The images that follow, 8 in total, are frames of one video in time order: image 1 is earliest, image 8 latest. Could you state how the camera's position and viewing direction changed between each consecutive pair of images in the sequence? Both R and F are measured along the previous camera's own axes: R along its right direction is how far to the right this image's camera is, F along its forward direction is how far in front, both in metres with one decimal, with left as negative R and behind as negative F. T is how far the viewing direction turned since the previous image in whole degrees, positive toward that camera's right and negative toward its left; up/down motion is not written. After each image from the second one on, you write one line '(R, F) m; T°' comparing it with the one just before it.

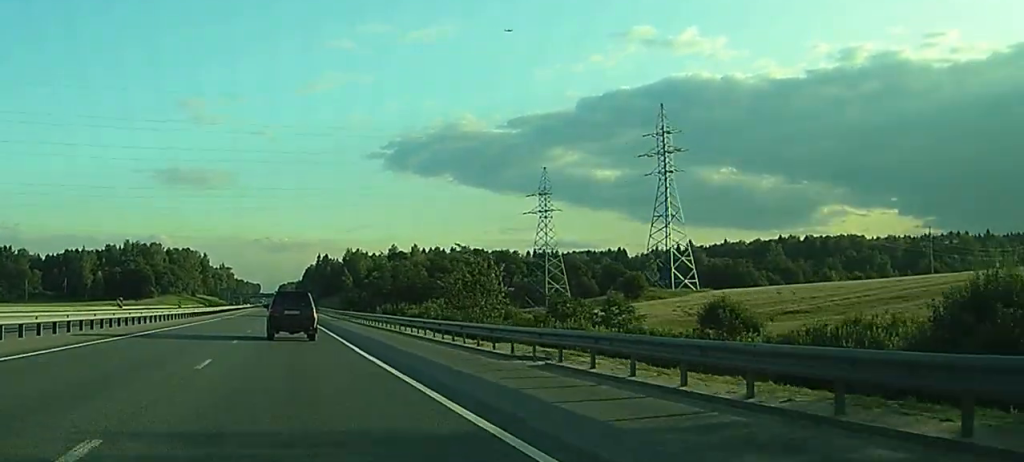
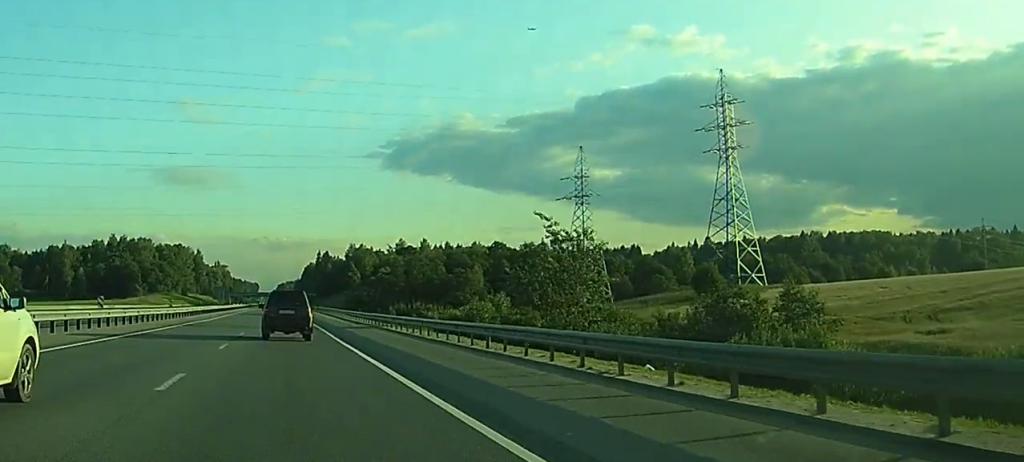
(0.0, +27.8) m; +1°
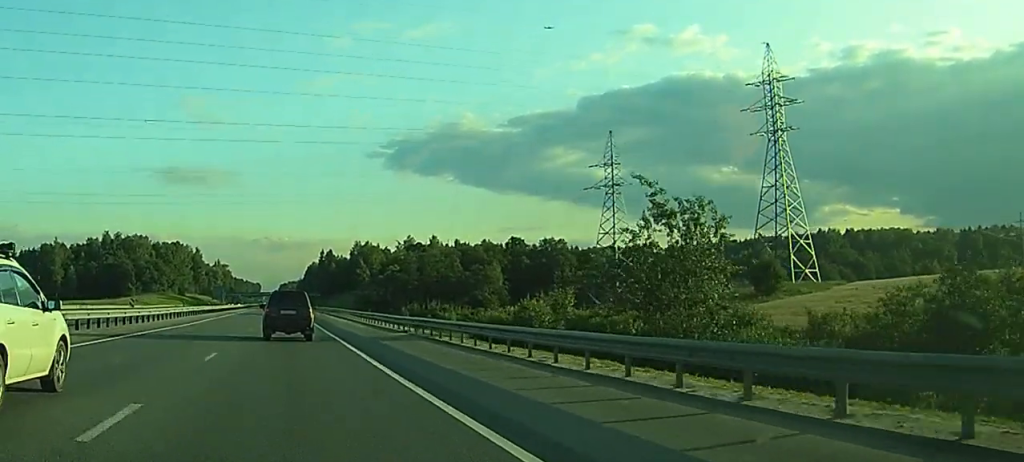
(0.0, +16.3) m; +1°
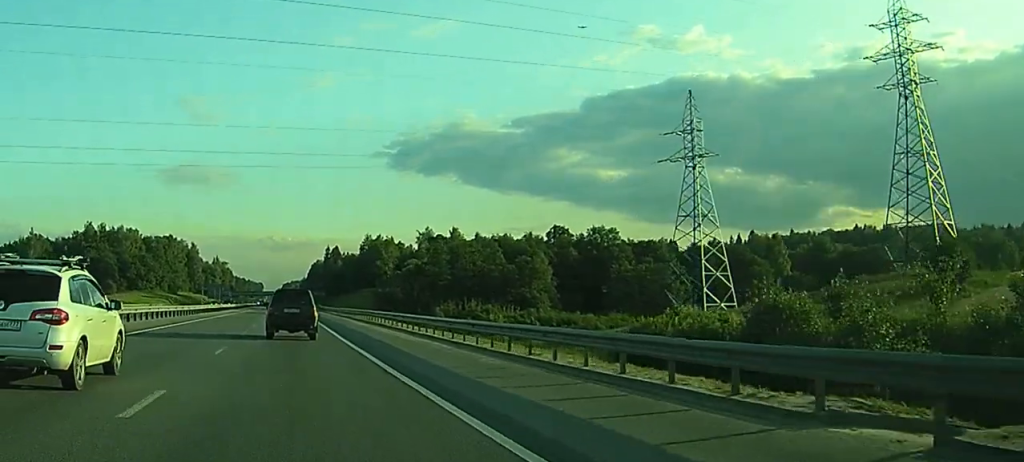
(-0.3, +33.3) m; -1°
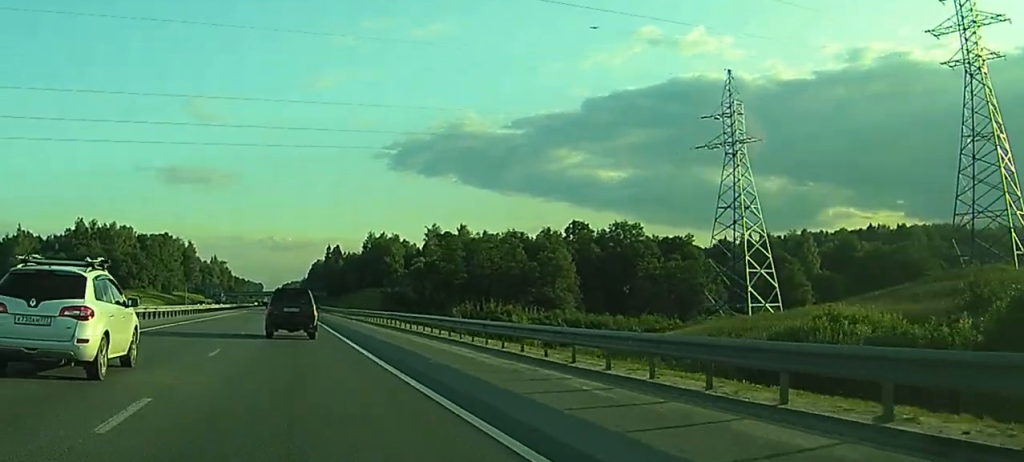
(-0.6, +13.0) m; 0°
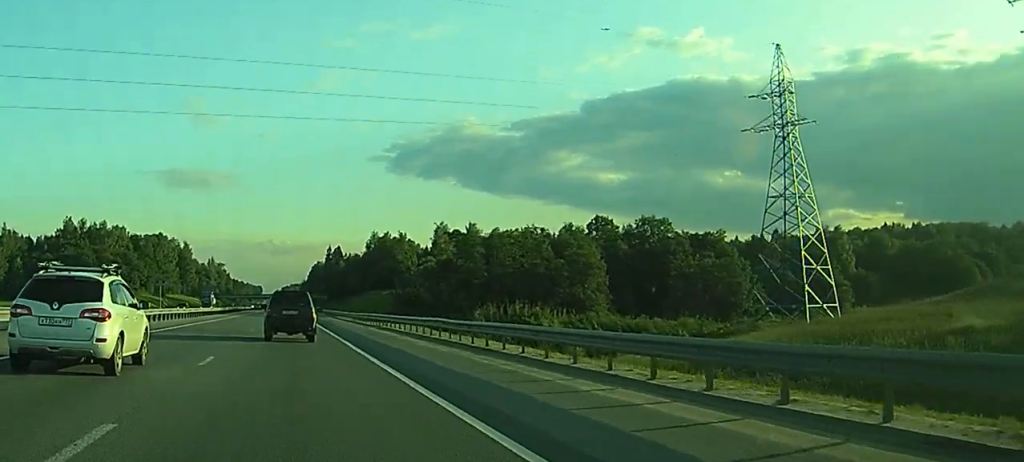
(+0.7, +13.7) m; +1°
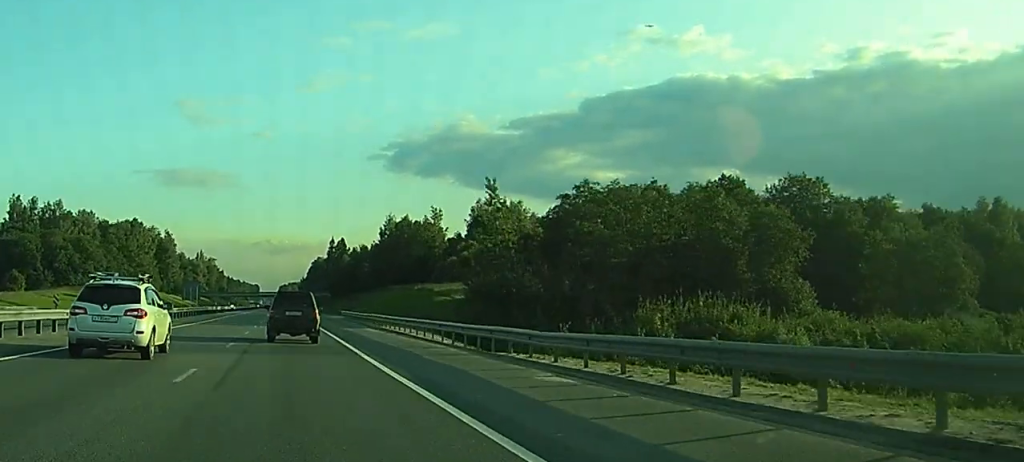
(-0.1, +49.5) m; 0°
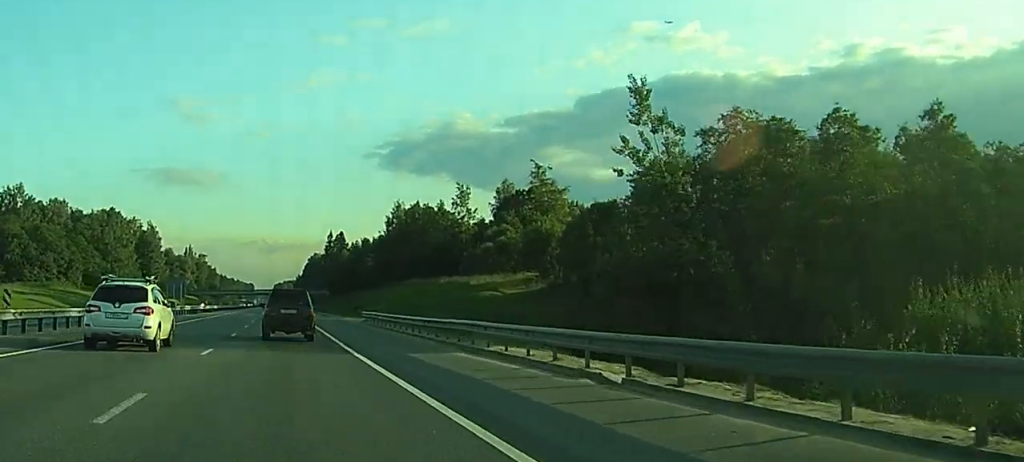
(+0.2, +28.0) m; 0°
